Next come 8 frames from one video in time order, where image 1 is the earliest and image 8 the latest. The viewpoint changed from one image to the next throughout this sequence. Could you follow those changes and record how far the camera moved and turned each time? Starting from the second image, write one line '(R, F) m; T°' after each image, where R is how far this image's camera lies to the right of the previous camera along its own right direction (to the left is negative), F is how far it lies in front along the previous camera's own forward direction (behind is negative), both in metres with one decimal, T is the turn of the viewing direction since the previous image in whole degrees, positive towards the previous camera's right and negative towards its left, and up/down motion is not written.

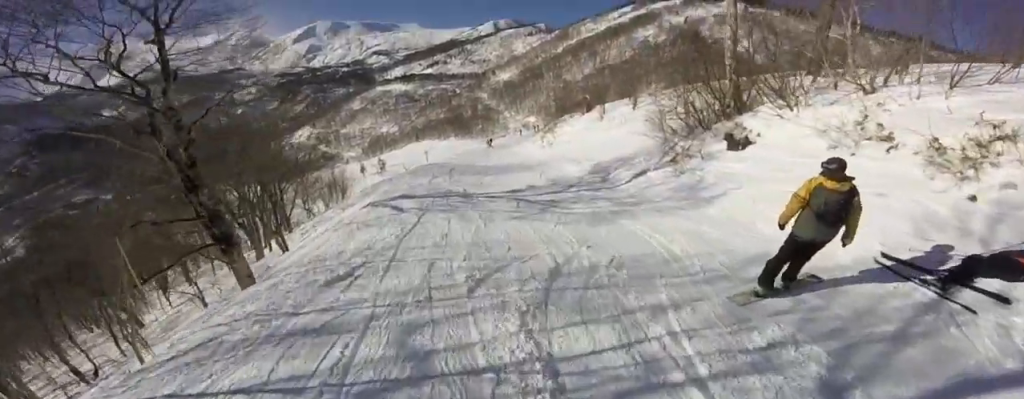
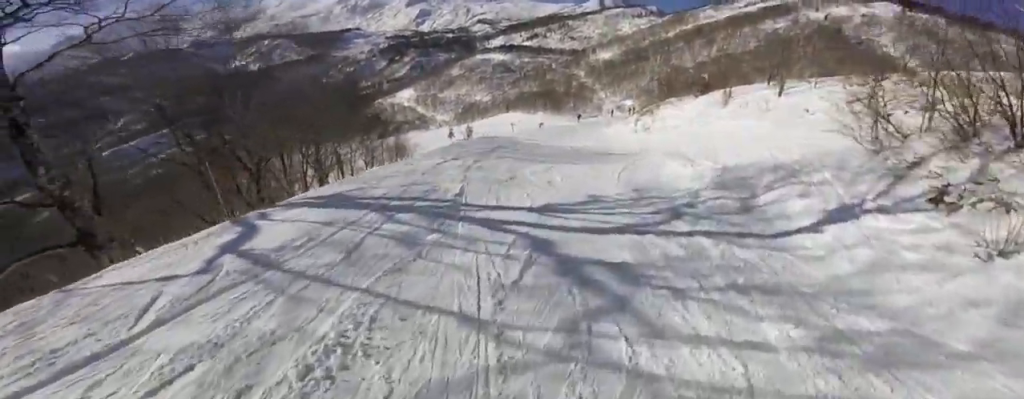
(+0.9, +7.3) m; +3°
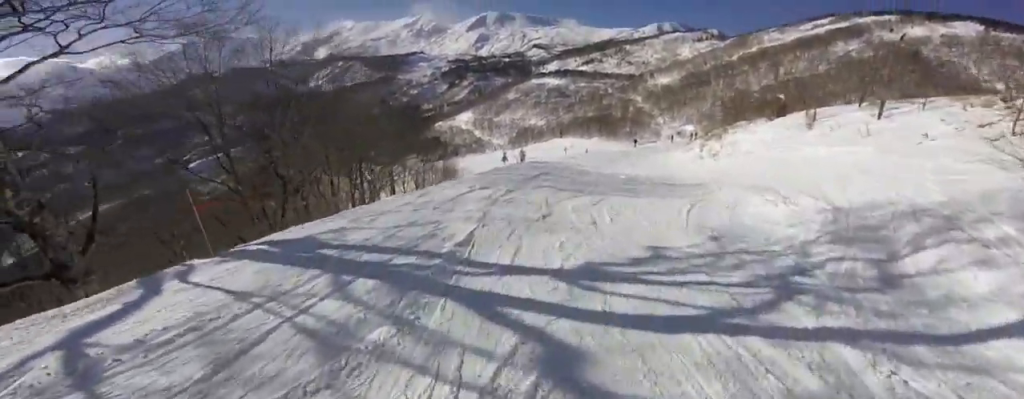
(0.0, +2.4) m; +2°
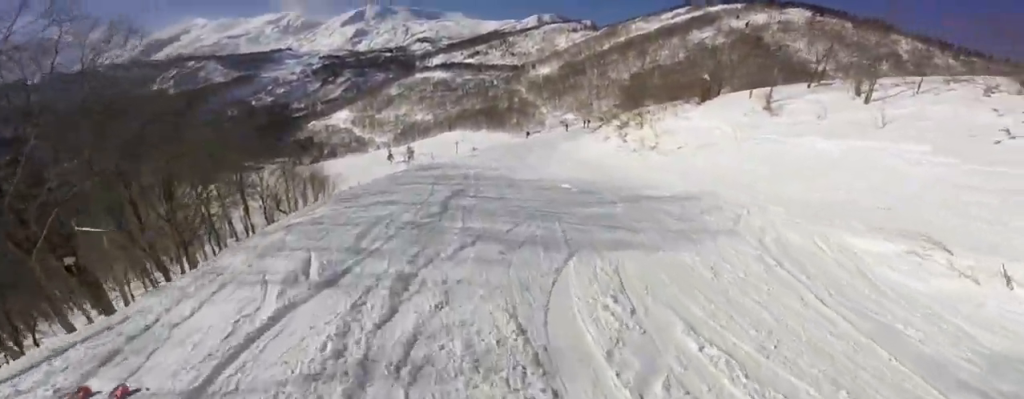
(+0.7, +7.1) m; +12°
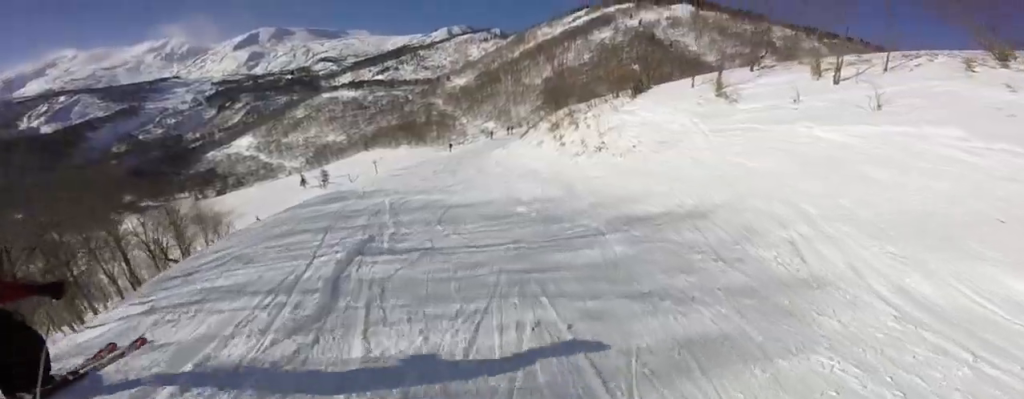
(+0.3, +3.8) m; +5°
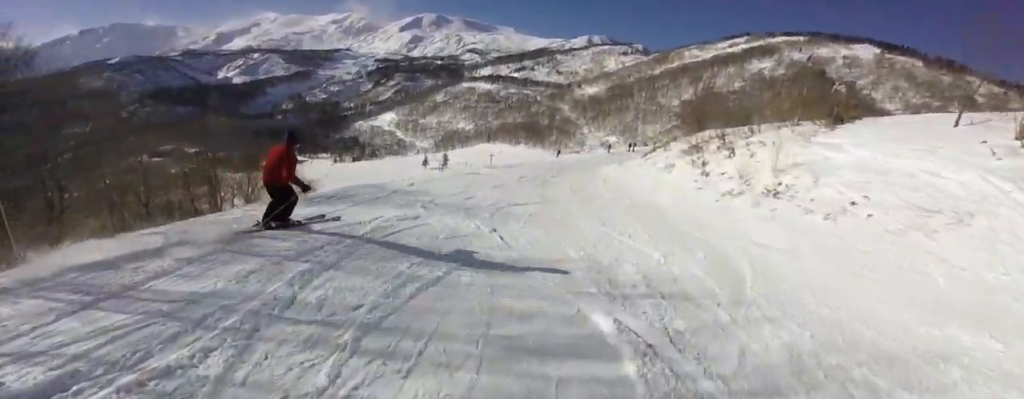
(+0.1, +6.3) m; +4°
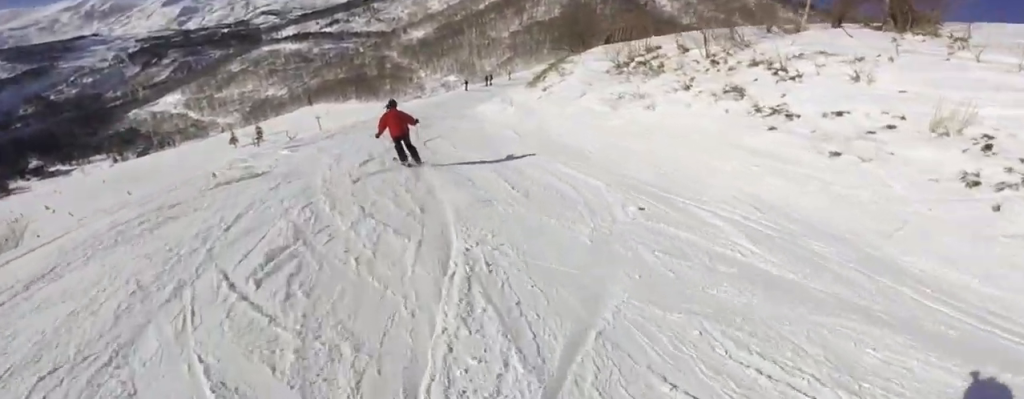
(+0.6, +11.2) m; 0°
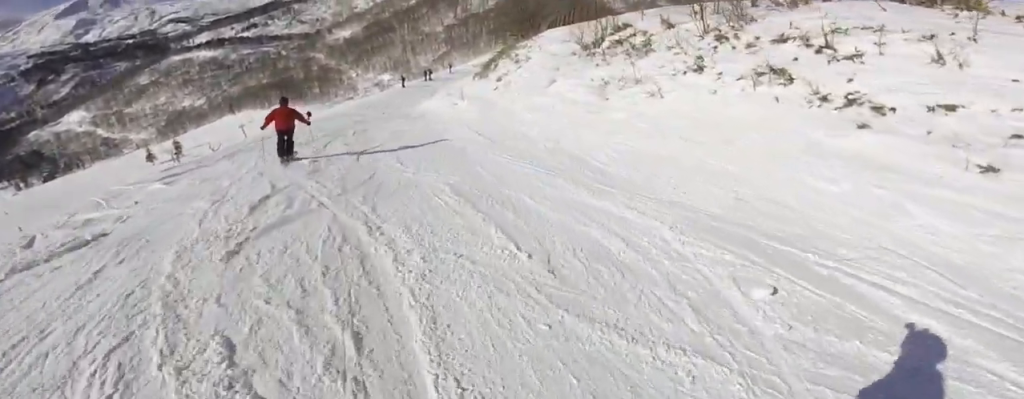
(-0.1, +3.1) m; -2°
